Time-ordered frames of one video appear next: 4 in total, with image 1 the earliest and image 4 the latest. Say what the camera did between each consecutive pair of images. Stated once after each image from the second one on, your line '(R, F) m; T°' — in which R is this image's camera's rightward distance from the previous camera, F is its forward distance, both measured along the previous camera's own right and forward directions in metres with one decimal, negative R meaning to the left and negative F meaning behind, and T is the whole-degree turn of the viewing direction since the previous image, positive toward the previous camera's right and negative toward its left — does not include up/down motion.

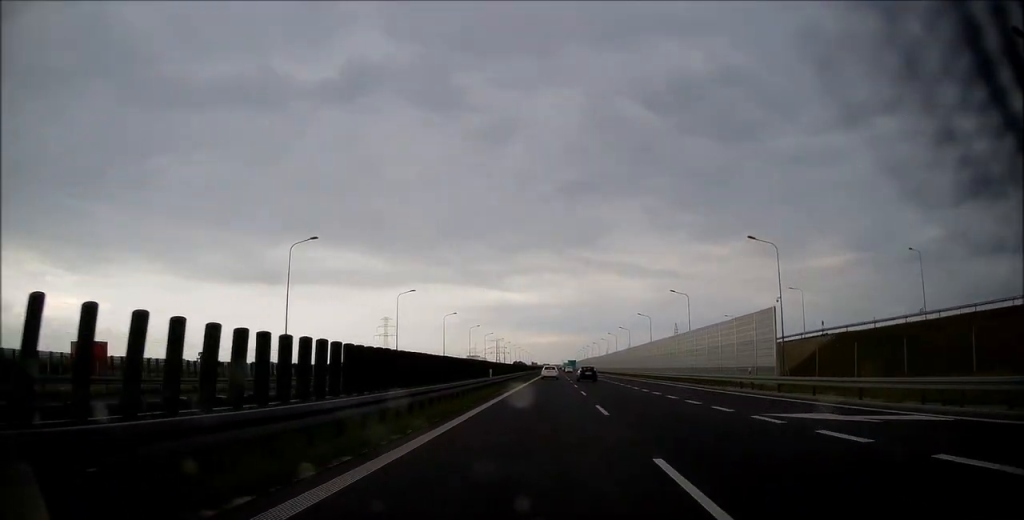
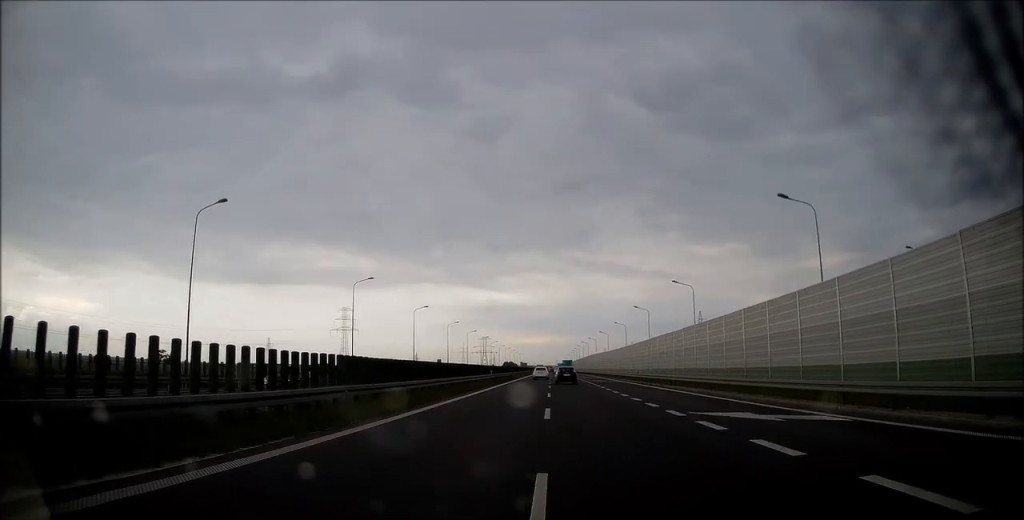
(+0.8, +73.3) m; +1°
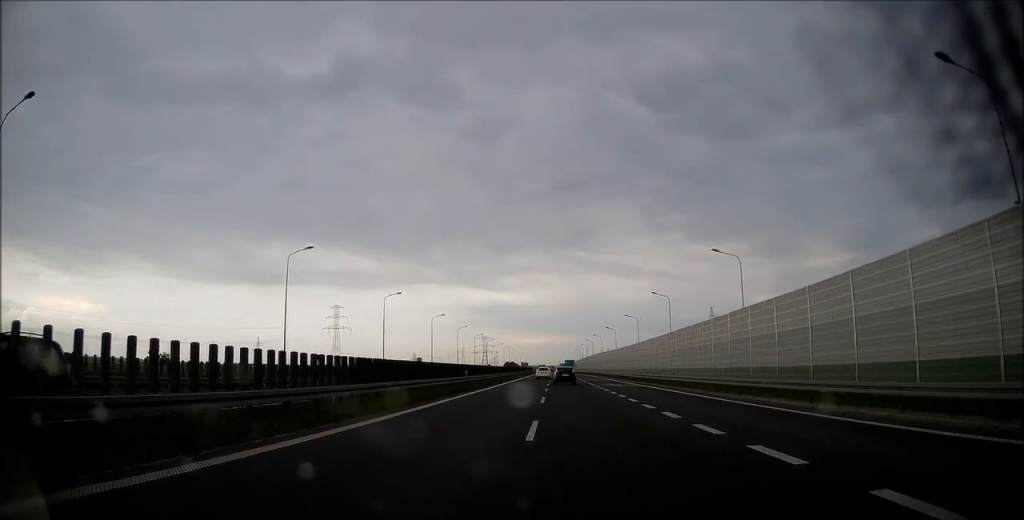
(+0.2, +16.8) m; 0°
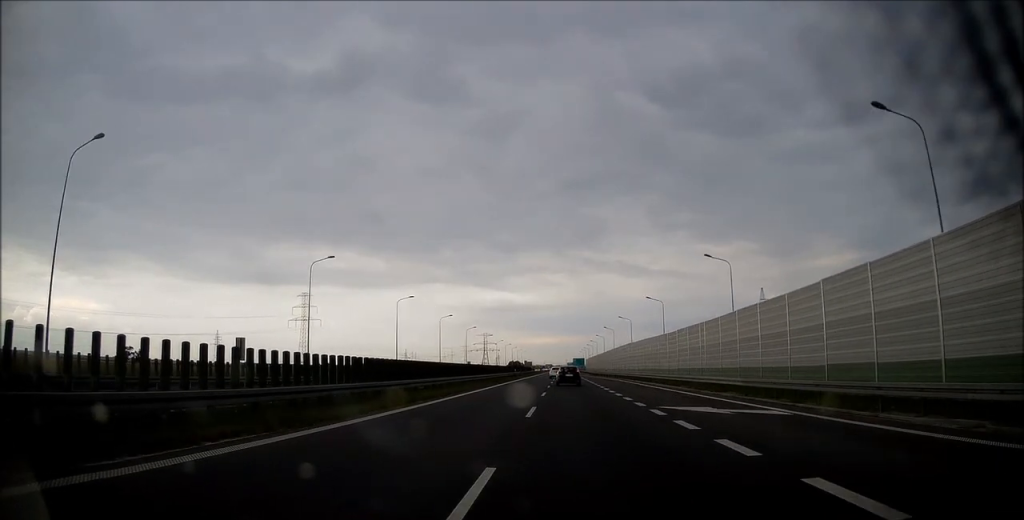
(-0.8, +55.4) m; -1°
